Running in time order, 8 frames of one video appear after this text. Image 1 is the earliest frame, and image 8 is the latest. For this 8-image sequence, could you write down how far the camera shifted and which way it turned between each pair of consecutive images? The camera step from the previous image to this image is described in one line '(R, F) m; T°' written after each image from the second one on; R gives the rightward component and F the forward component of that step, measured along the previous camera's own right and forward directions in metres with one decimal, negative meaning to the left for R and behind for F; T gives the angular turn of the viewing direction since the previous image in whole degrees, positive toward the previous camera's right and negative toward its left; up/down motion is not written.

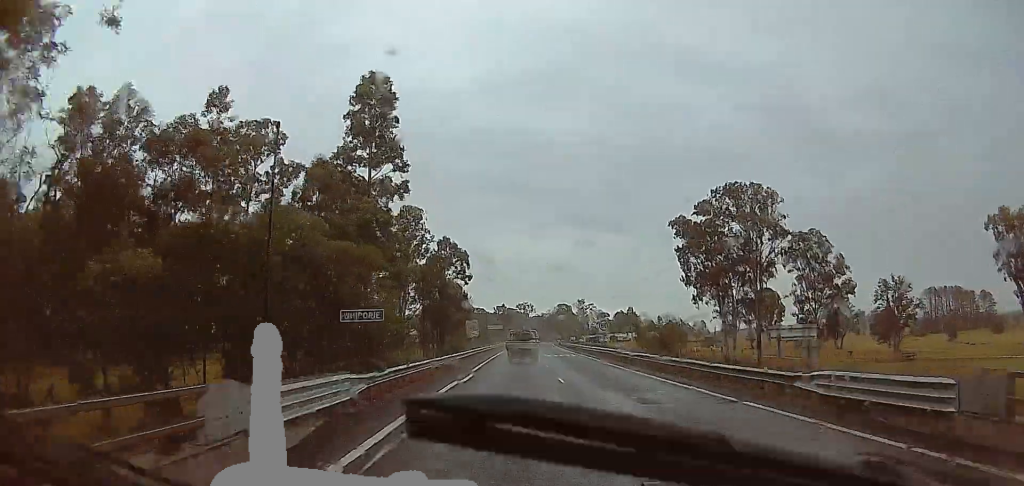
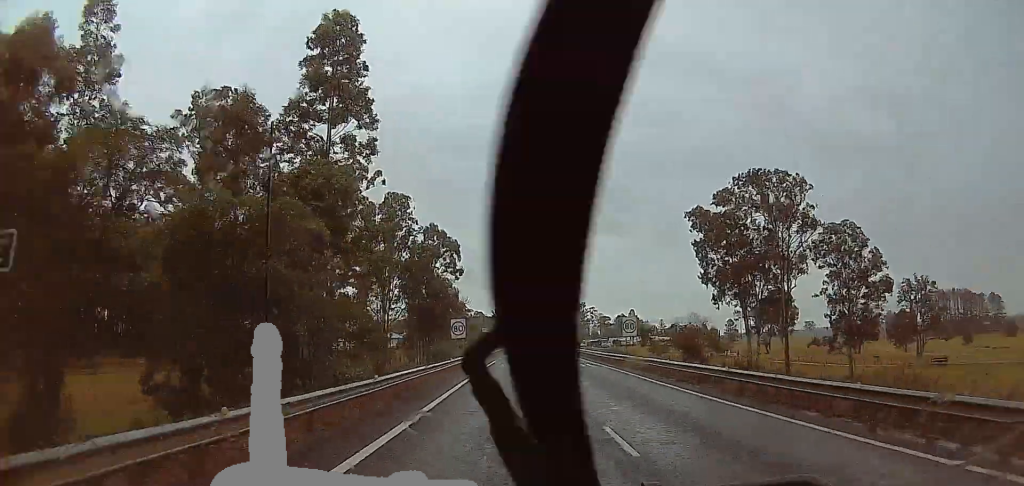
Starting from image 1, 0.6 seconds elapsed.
(0.0, +12.7) m; 0°
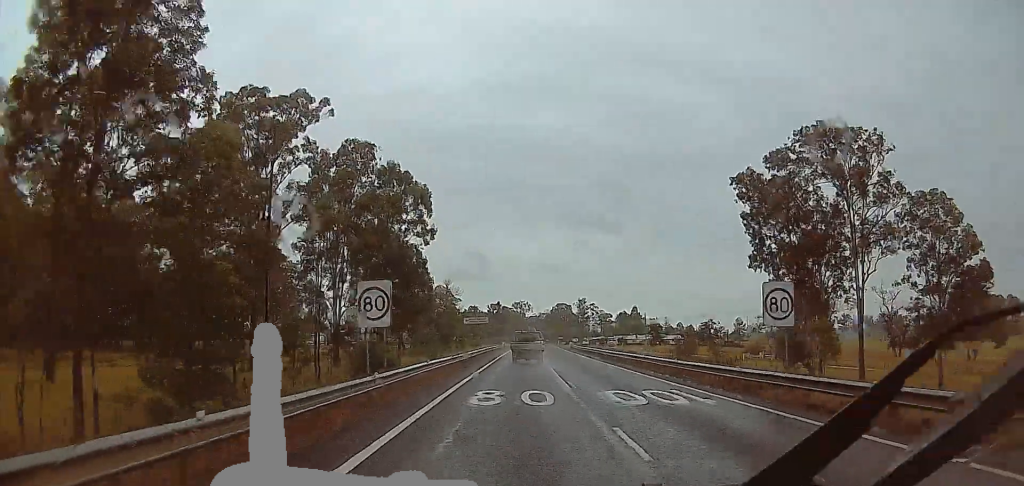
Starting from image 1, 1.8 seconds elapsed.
(+0.2, +24.2) m; 0°
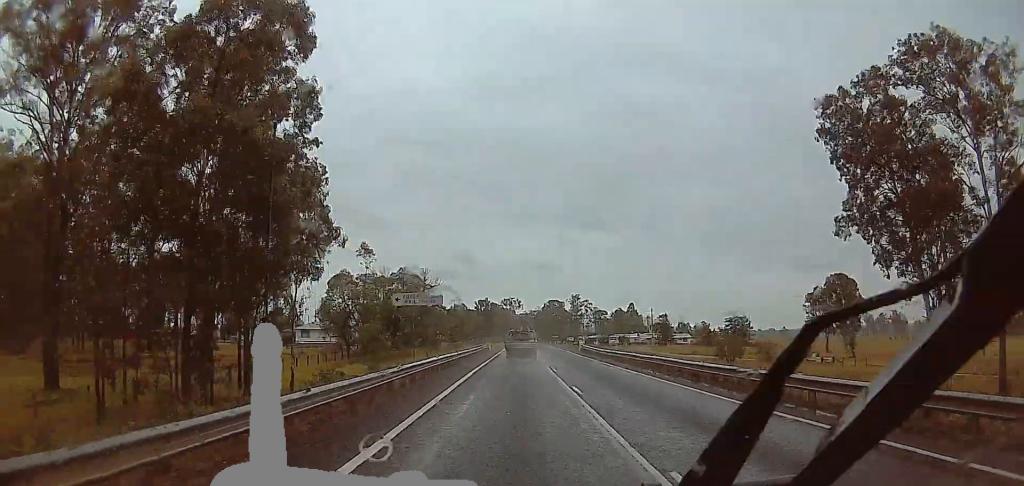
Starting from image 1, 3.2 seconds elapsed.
(-0.4, +28.9) m; -1°
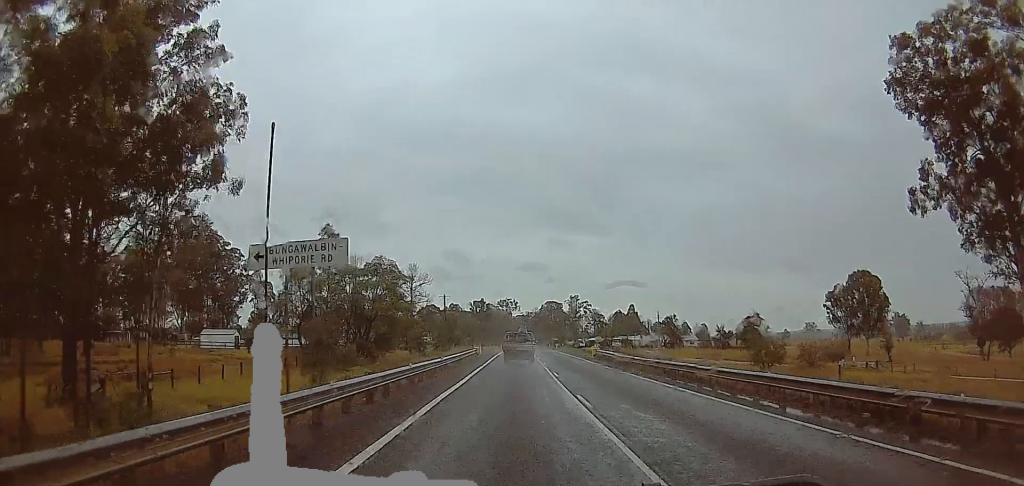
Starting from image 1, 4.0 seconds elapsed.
(0.0, +14.4) m; +1°
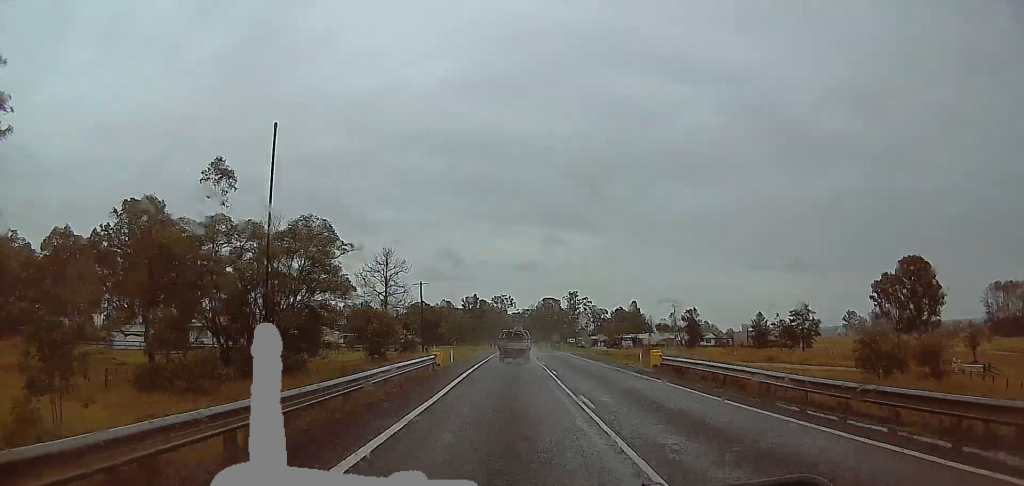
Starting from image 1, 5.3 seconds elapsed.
(+0.4, +26.2) m; +1°
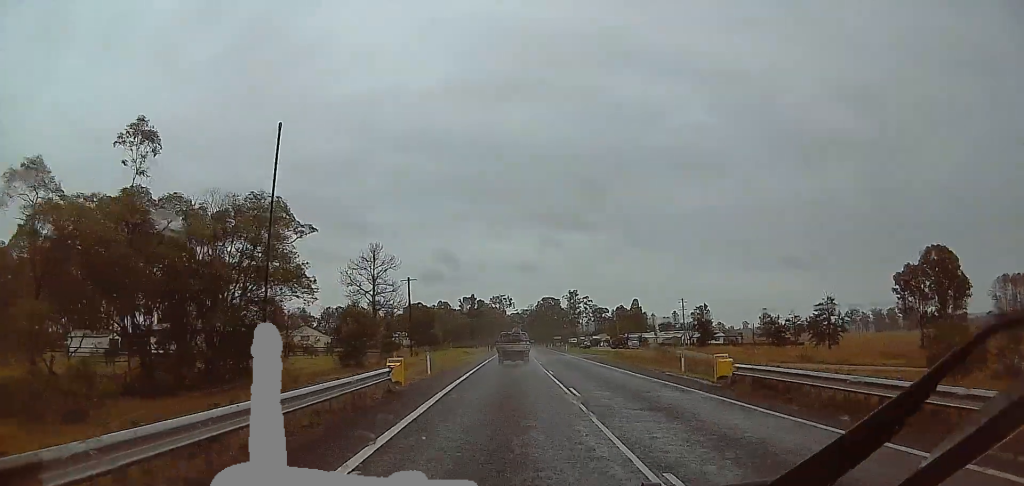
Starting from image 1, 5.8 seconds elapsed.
(0.0, +10.5) m; 0°
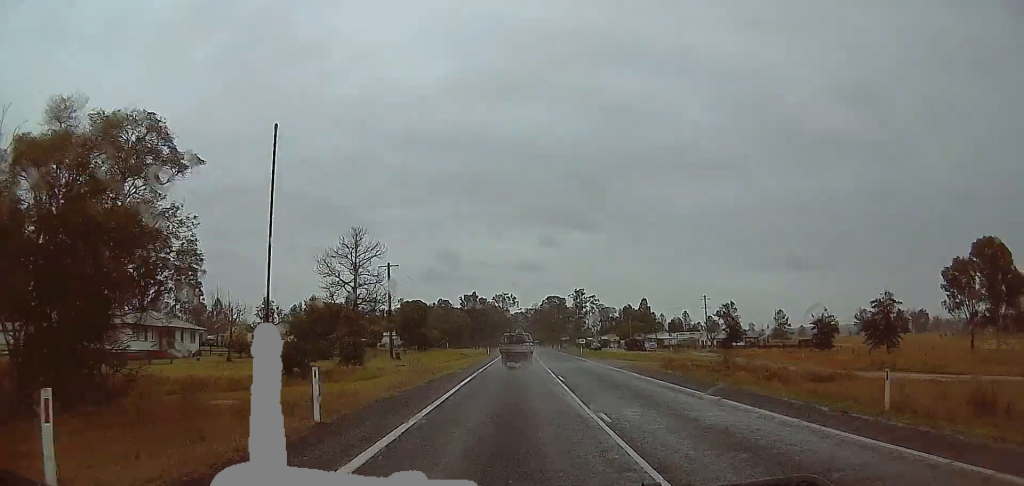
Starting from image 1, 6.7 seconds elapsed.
(0.0, +16.8) m; 0°
